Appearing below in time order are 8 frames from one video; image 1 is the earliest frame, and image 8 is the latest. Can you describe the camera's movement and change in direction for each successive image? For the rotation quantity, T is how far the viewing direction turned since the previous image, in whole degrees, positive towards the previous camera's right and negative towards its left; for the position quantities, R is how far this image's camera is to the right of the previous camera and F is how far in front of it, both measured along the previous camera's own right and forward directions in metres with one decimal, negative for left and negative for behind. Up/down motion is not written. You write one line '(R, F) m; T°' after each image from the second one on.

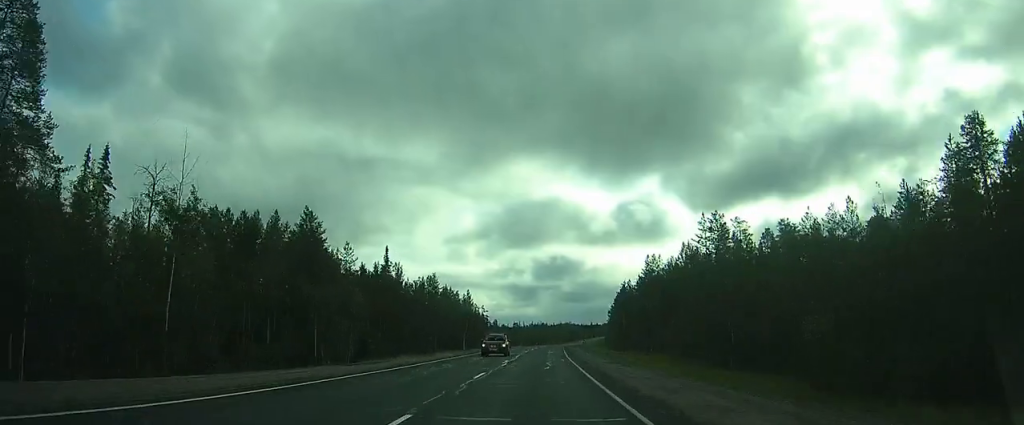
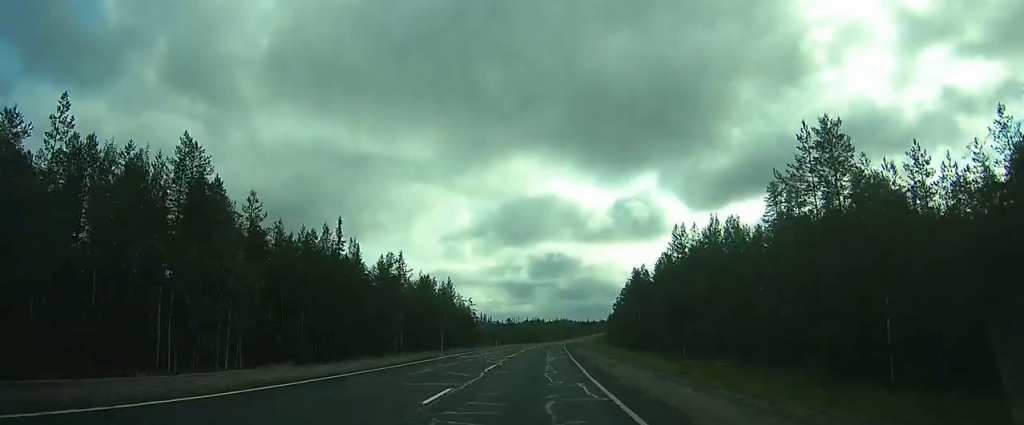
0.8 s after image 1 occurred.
(+0.2, +19.6) m; +2°
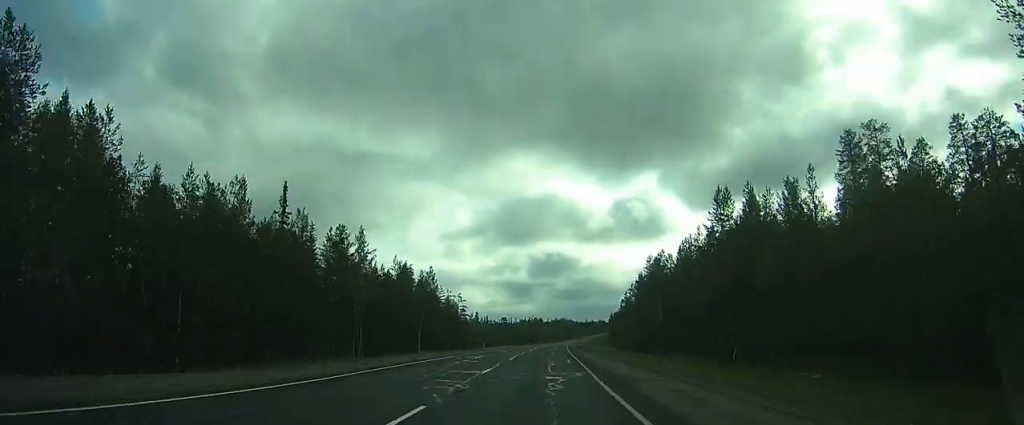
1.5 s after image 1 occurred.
(+0.4, +15.8) m; +1°
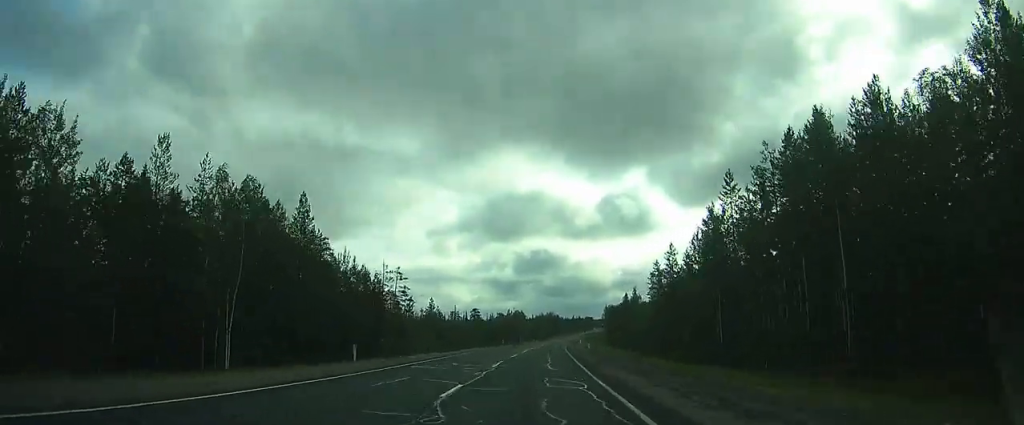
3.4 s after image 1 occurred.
(+0.2, +43.9) m; 0°
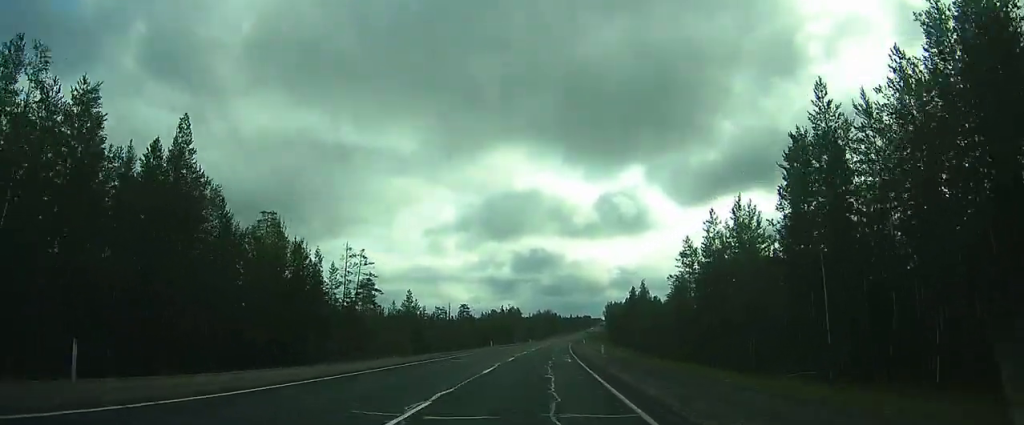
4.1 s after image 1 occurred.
(0.0, +16.2) m; 0°
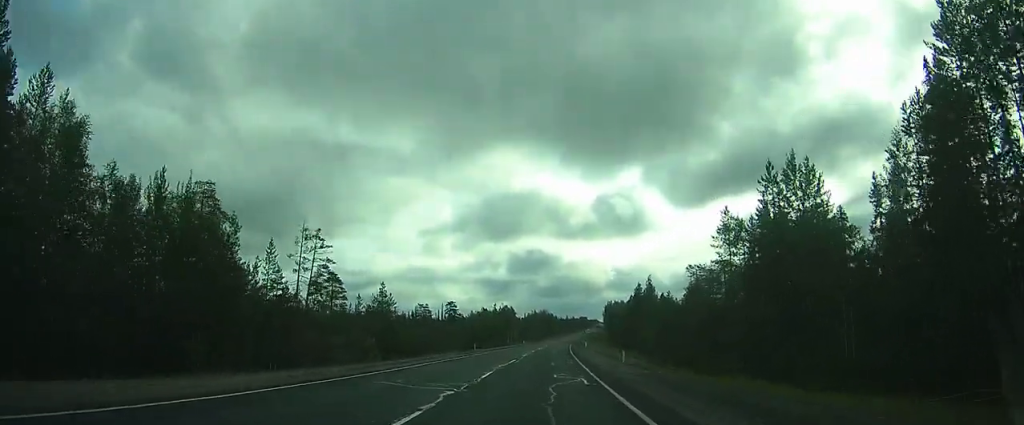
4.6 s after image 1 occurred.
(0.0, +13.0) m; 0°
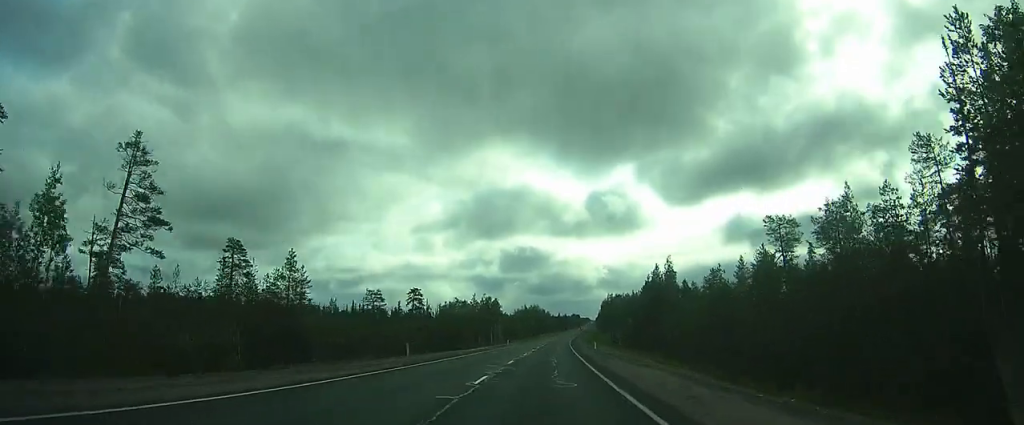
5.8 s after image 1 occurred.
(+0.2, +26.7) m; +1°
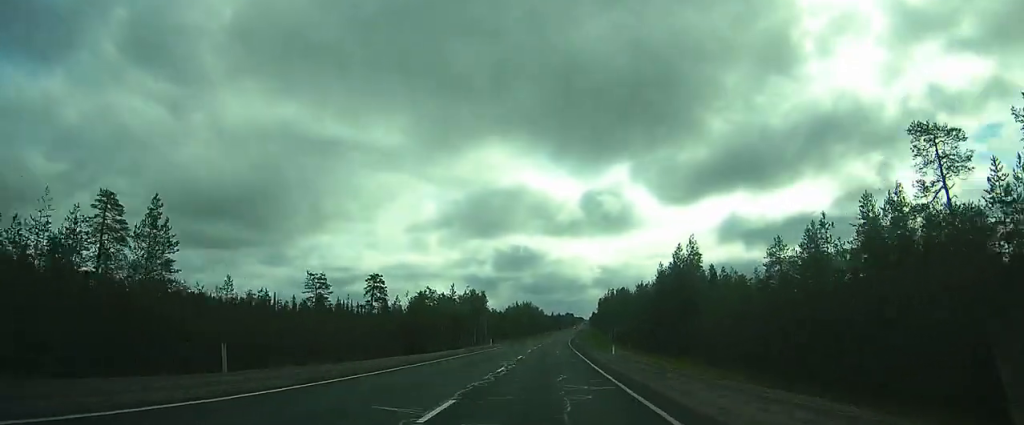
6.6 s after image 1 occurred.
(+0.2, +19.2) m; +1°
